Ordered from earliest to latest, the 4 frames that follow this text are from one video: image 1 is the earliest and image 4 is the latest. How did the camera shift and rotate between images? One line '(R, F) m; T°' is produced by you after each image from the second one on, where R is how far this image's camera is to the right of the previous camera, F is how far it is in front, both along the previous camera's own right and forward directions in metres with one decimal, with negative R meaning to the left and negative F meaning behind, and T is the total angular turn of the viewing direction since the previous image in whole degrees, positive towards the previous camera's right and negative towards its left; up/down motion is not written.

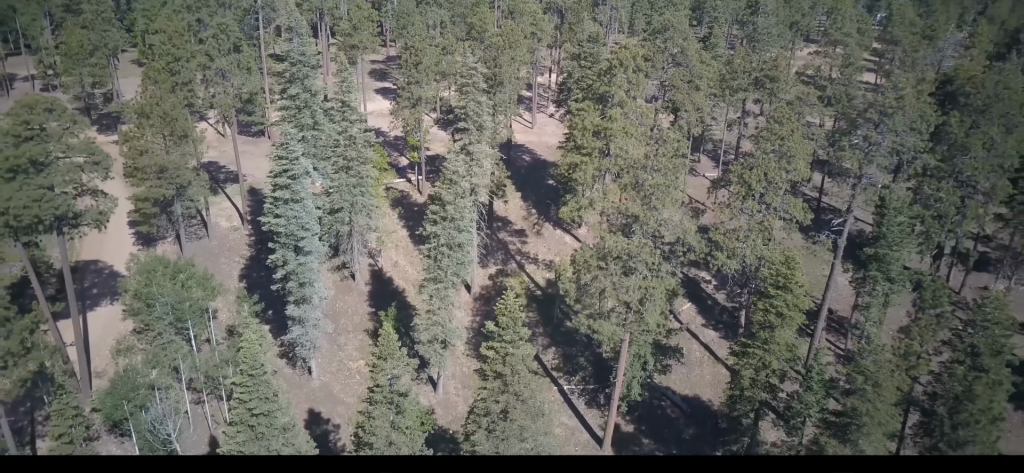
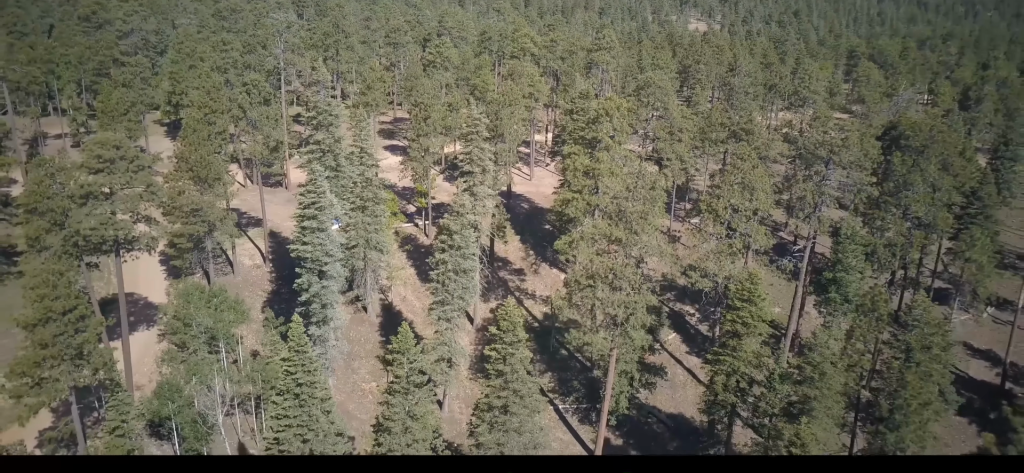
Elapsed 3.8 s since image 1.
(0.0, +9.3) m; +2°
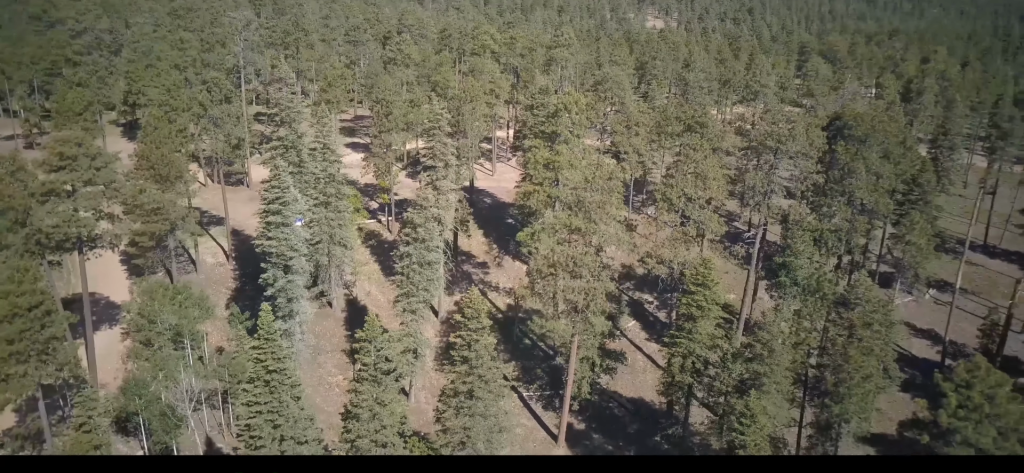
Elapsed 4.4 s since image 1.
(0.0, +1.5) m; +1°
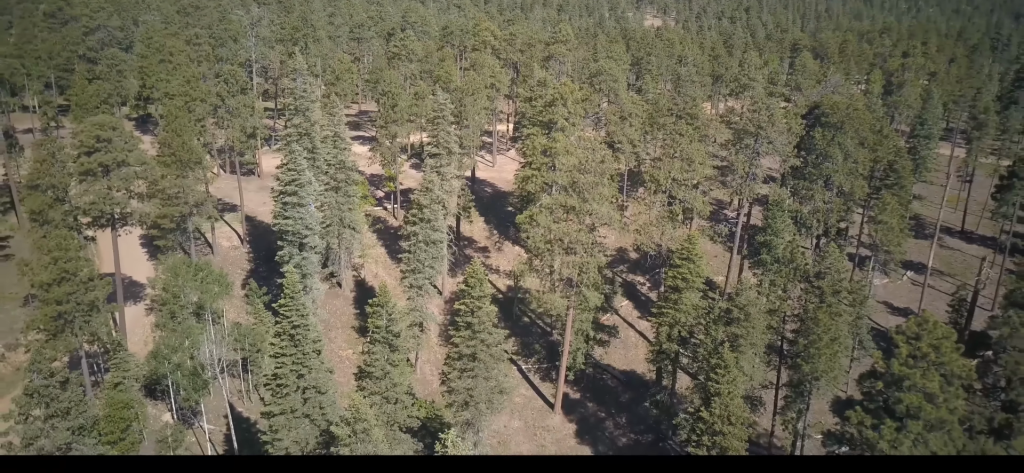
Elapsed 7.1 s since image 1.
(0.0, +6.6) m; 0°
